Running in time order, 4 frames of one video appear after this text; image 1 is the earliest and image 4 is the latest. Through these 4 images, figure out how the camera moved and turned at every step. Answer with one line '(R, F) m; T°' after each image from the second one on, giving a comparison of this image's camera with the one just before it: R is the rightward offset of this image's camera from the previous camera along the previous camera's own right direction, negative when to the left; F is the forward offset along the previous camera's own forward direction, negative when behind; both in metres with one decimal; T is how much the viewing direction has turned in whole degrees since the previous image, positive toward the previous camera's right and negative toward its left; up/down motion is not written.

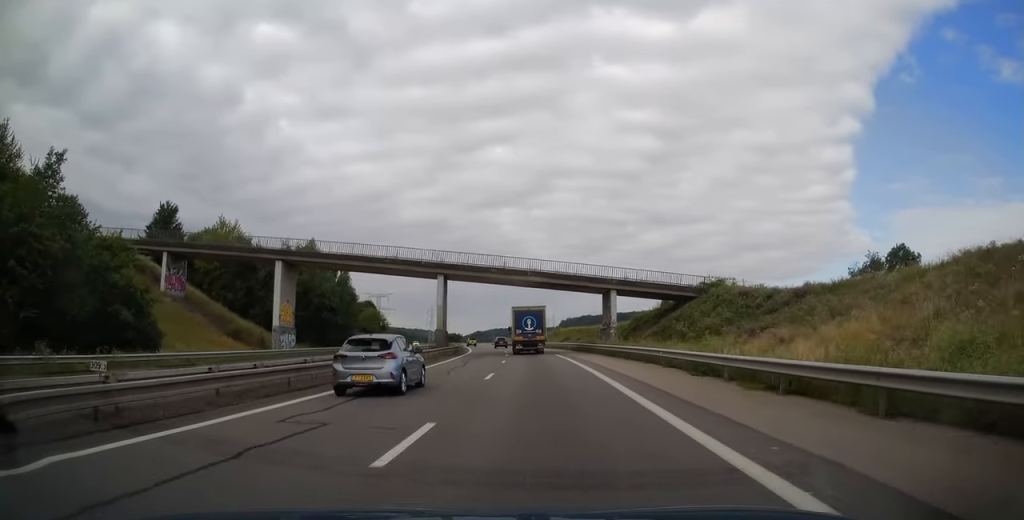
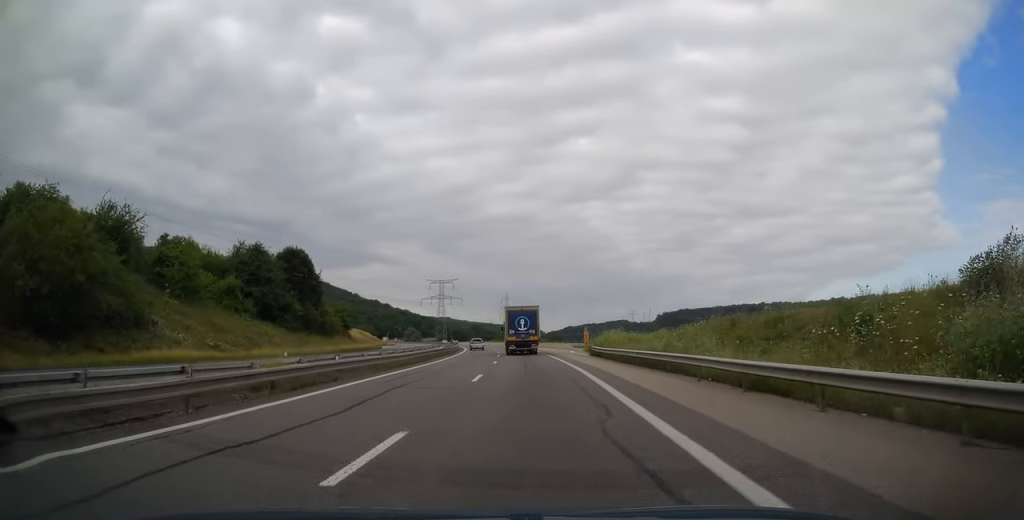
(-8.6, +105.2) m; -9°
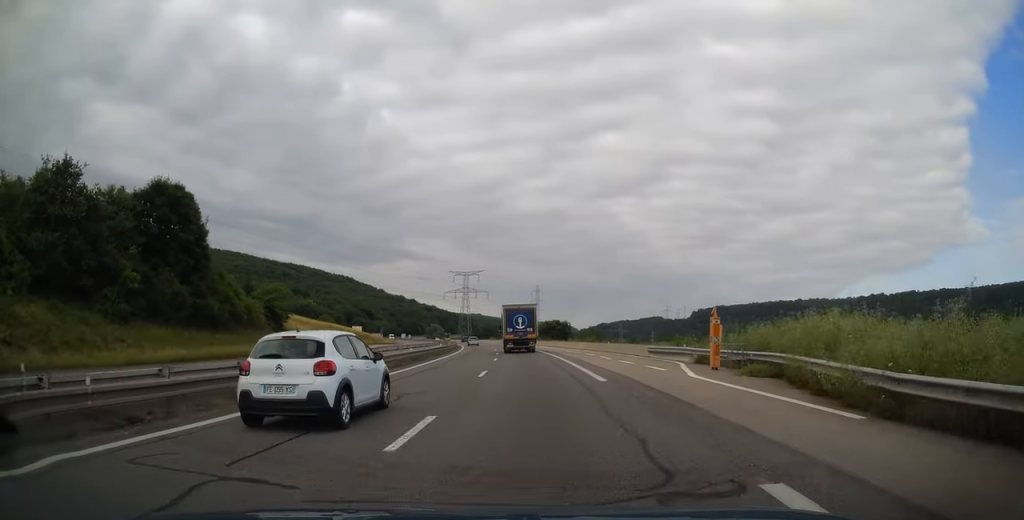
(-0.7, +37.3) m; -3°
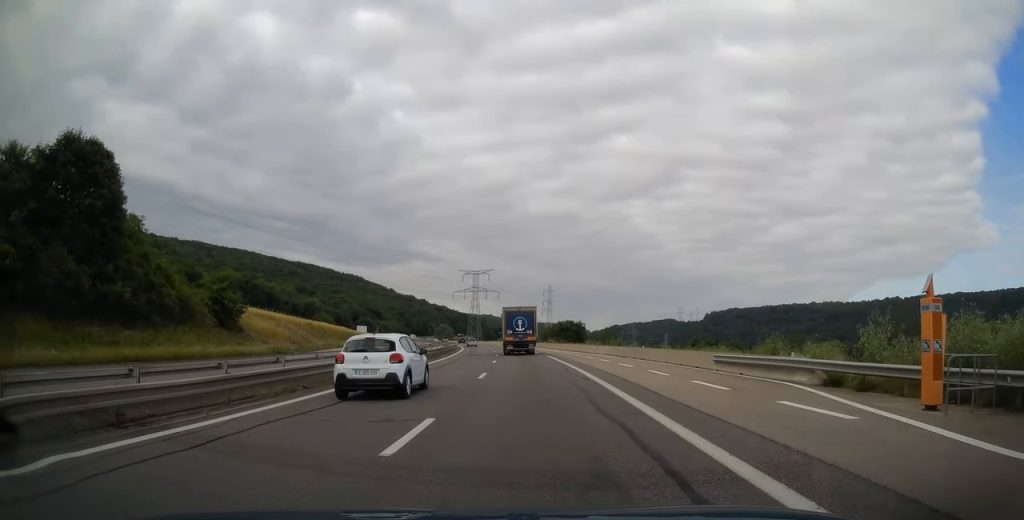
(0.0, +13.2) m; -1°
